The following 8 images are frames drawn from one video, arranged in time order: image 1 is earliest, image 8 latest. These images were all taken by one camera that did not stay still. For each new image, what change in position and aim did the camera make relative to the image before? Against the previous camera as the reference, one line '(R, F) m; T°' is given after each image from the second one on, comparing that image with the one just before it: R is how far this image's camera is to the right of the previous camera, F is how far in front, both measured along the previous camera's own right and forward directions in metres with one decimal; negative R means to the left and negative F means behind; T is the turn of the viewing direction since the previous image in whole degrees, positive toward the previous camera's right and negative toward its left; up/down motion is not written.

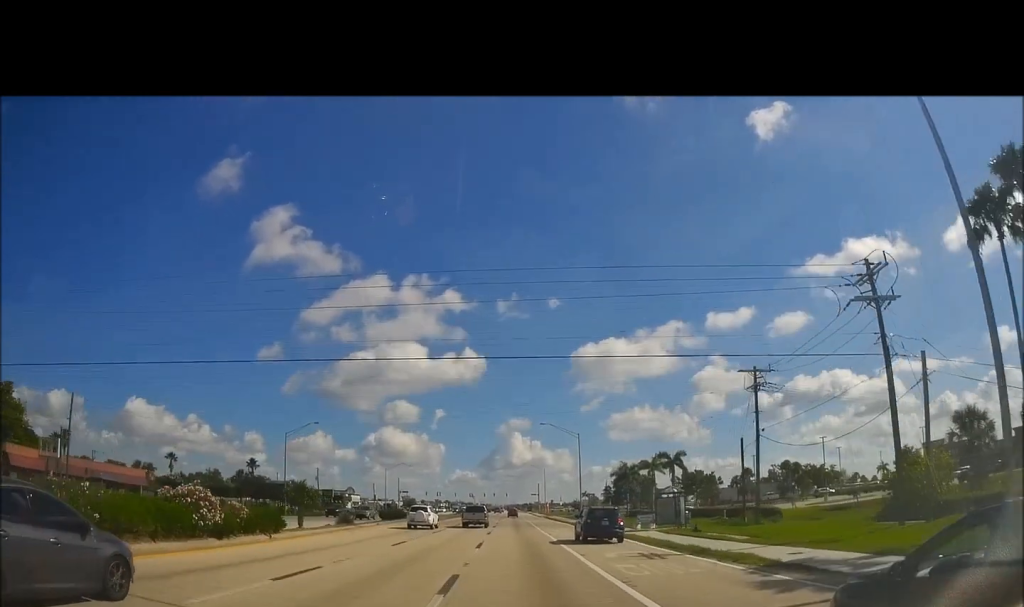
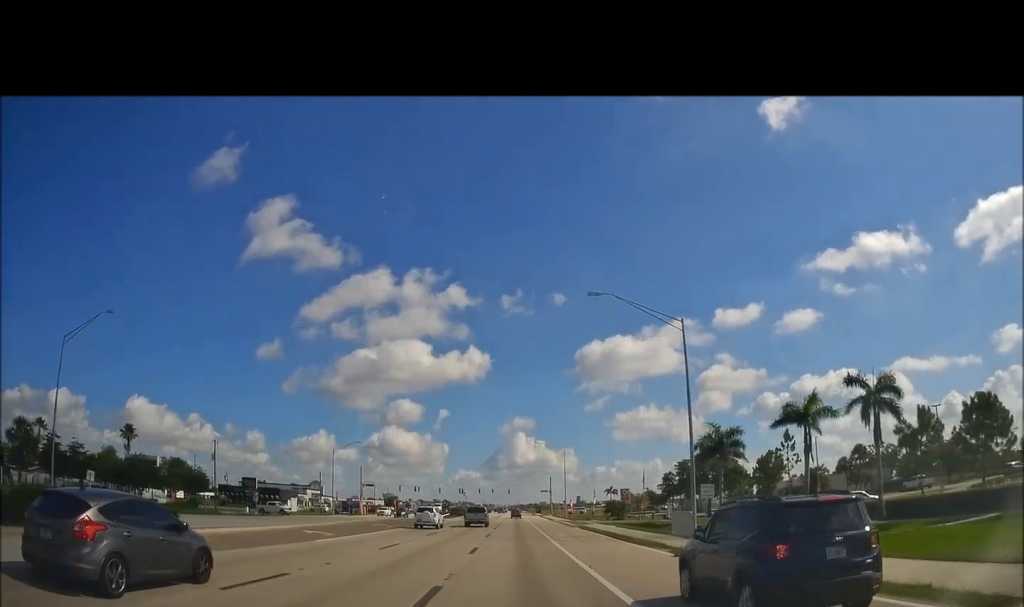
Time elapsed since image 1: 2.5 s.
(+0.2, +51.0) m; +1°
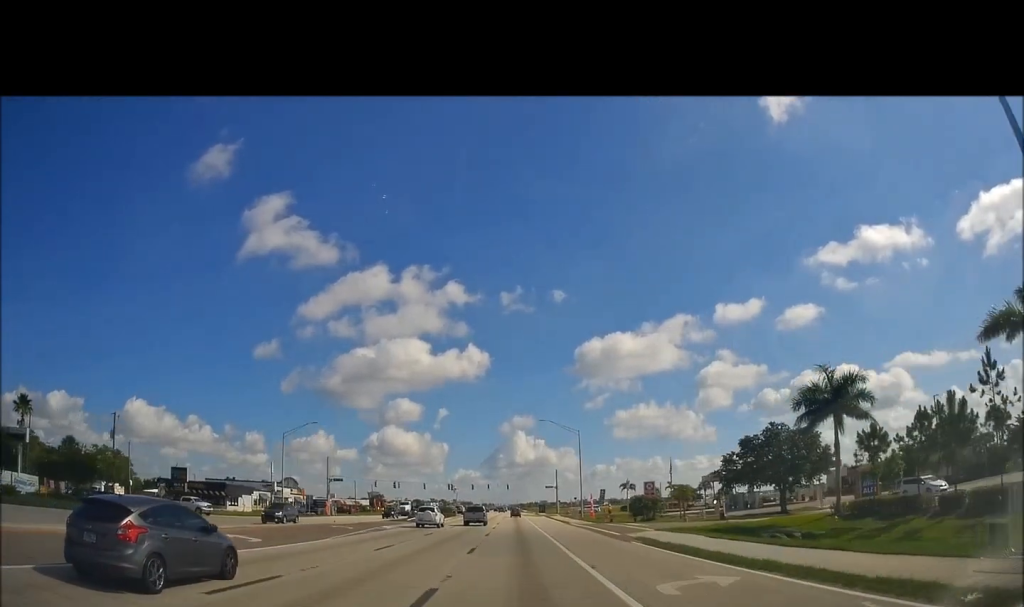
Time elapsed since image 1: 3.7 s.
(+0.2, +24.9) m; 0°
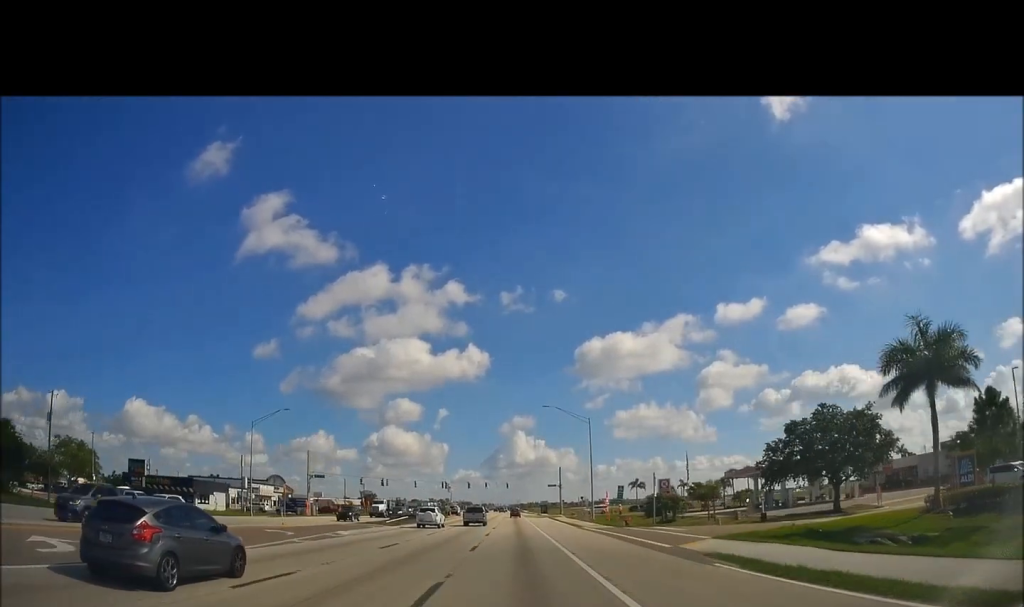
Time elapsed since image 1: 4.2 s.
(-0.3, +11.1) m; 0°
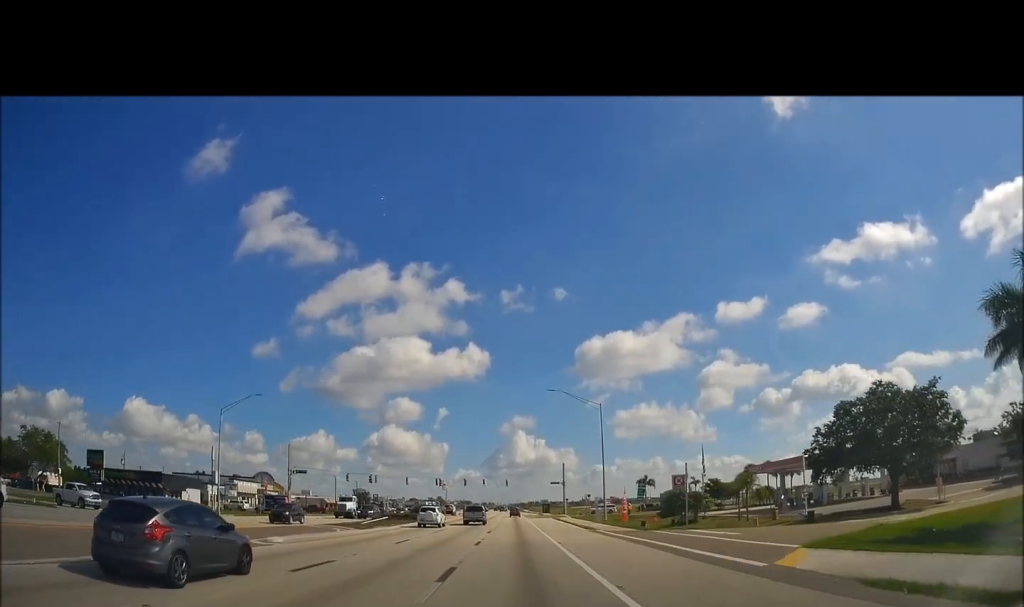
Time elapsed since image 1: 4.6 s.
(+0.1, +9.1) m; 0°
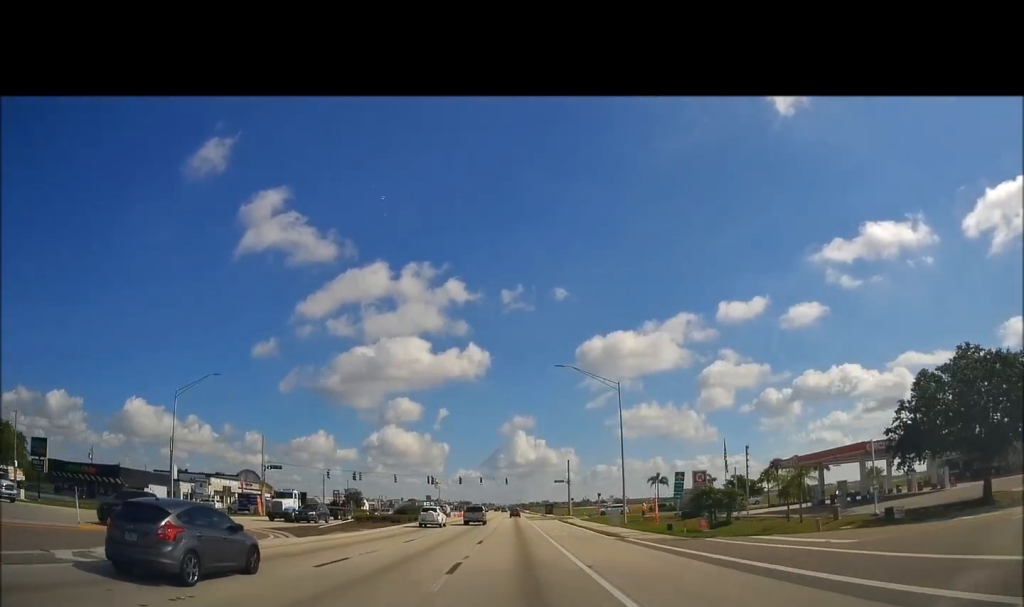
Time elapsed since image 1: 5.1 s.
(+0.2, +10.5) m; 0°
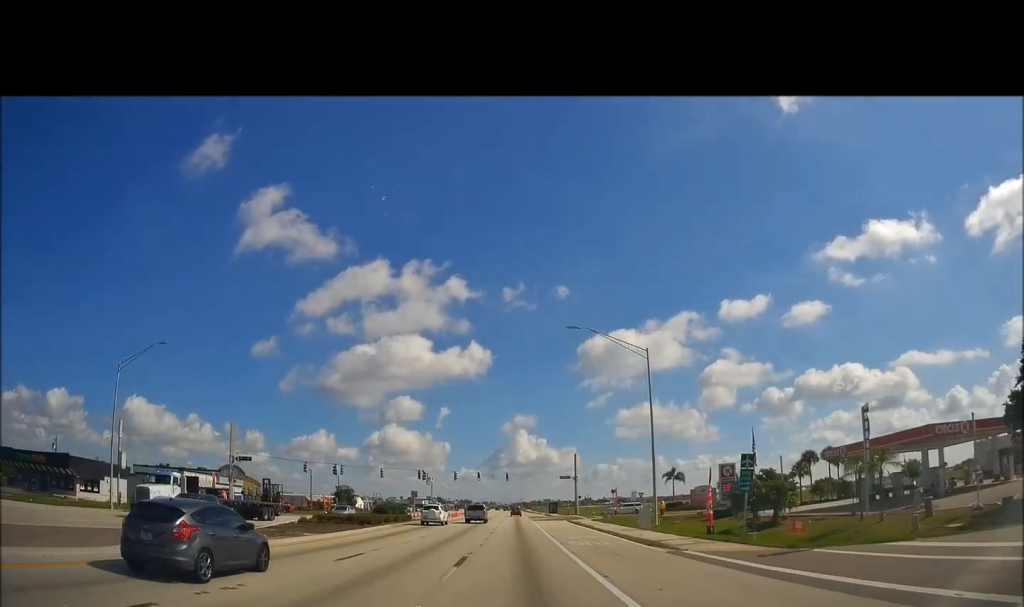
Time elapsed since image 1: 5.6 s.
(-0.1, +10.4) m; 0°
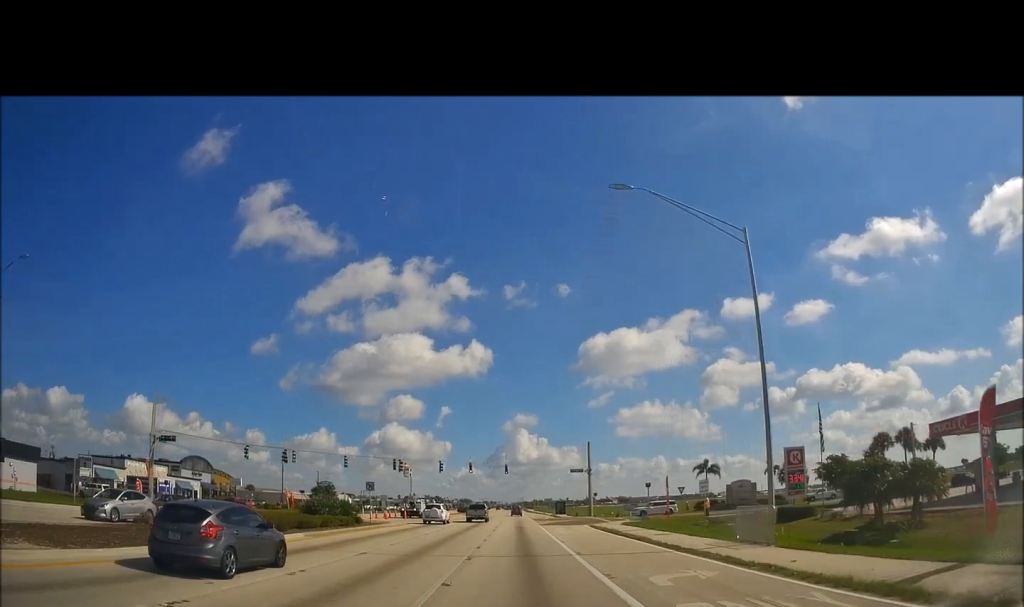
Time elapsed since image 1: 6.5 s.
(-0.3, +18.1) m; -1°
